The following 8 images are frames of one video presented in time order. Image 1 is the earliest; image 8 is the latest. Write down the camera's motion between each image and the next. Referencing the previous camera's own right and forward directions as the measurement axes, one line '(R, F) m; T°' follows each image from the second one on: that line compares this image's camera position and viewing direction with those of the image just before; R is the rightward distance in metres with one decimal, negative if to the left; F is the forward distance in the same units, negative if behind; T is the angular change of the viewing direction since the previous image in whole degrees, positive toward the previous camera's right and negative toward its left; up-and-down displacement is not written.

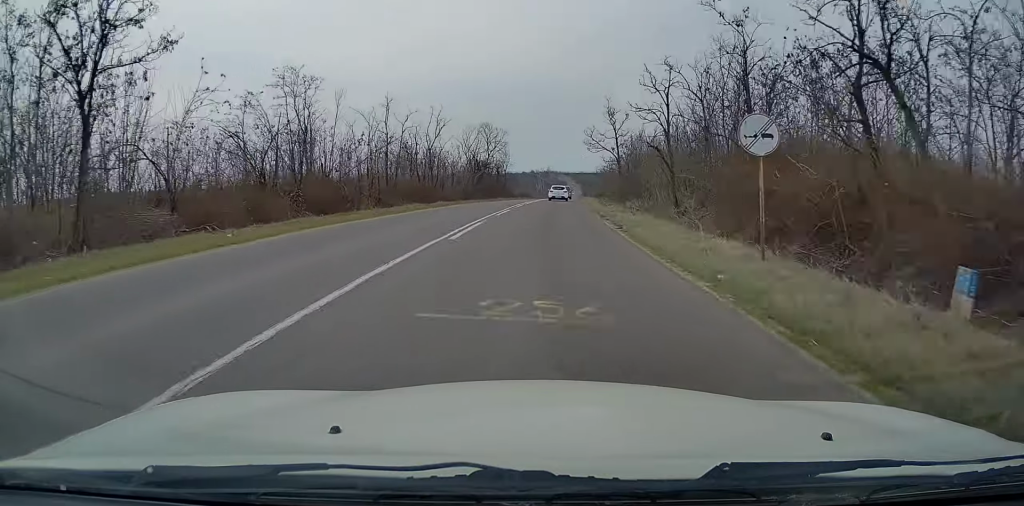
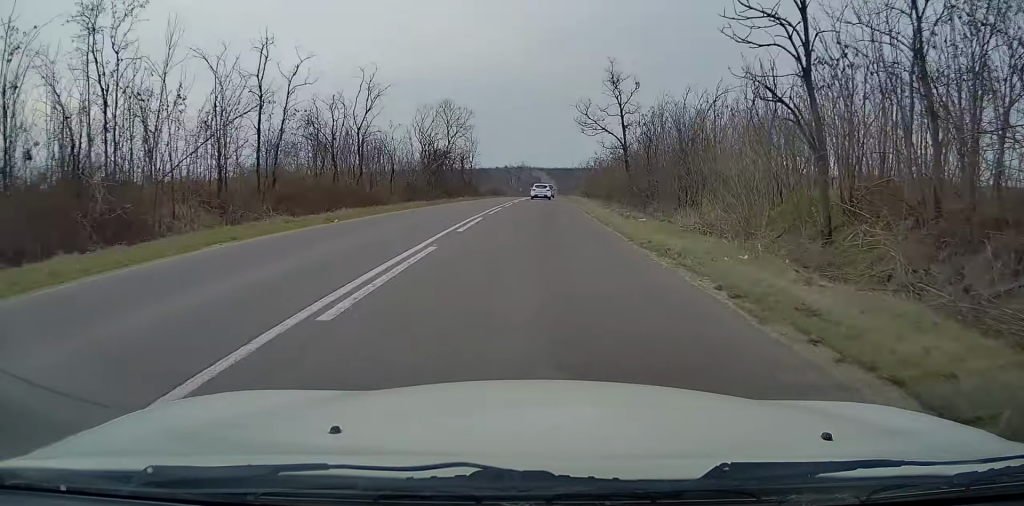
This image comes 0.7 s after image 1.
(+0.4, +18.4) m; +2°
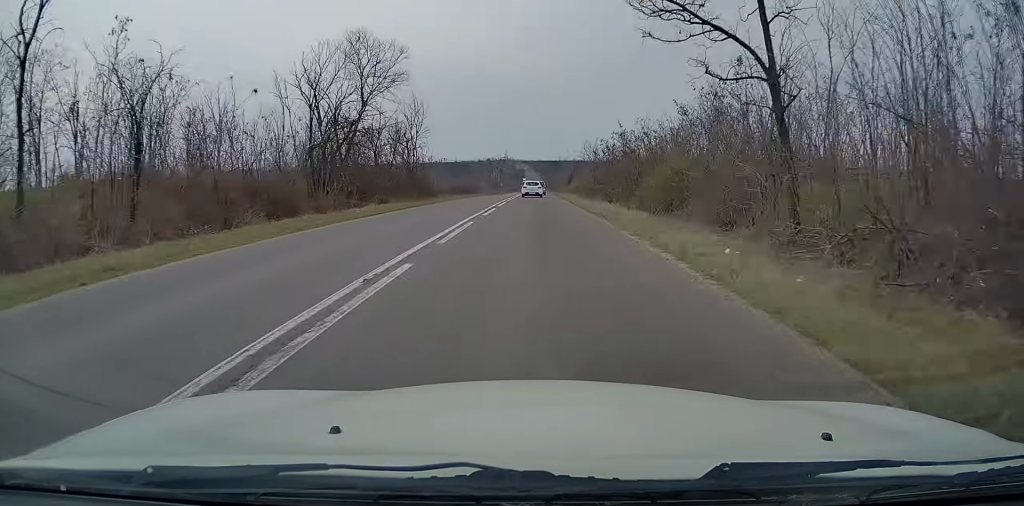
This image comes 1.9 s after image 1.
(+0.8, +30.1) m; +2°
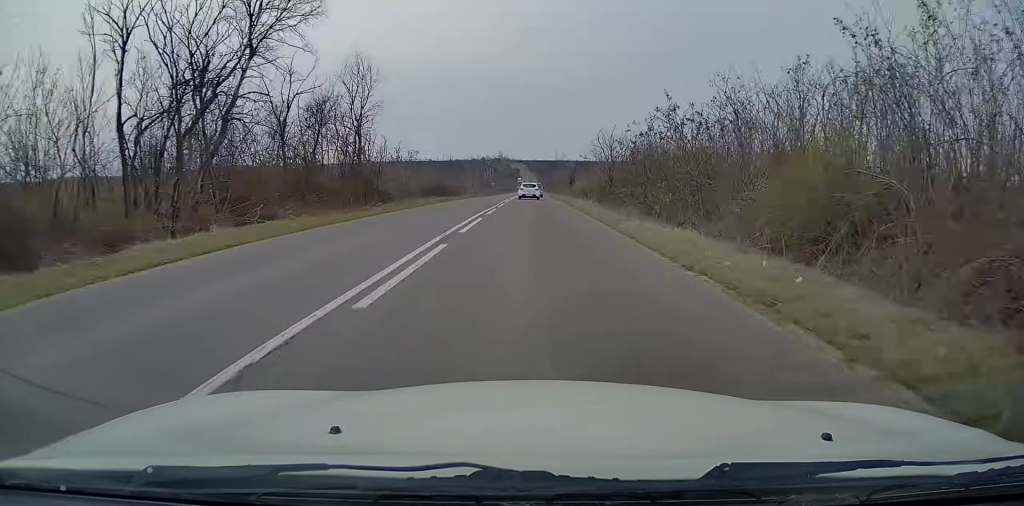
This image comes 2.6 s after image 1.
(+0.1, +15.8) m; +1°
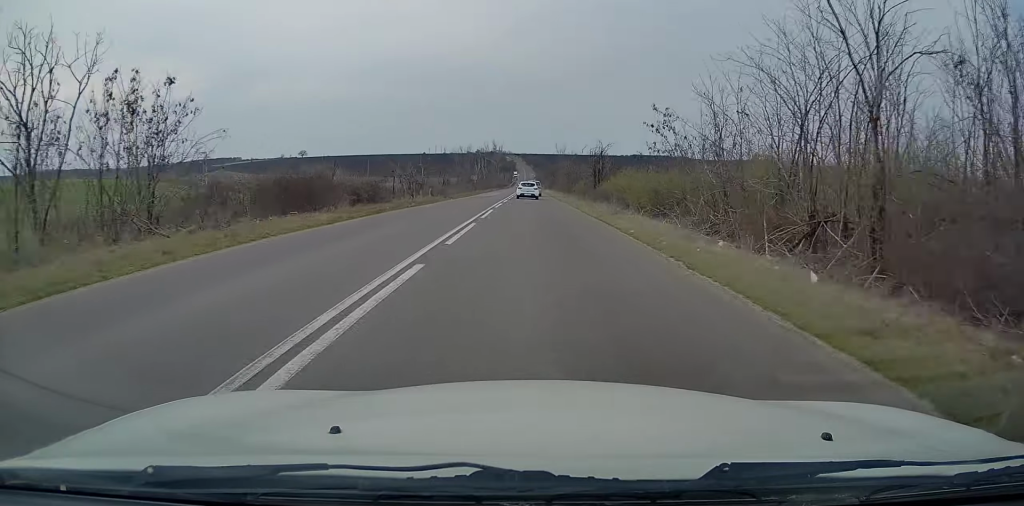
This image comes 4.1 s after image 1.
(+0.3, +39.2) m; 0°
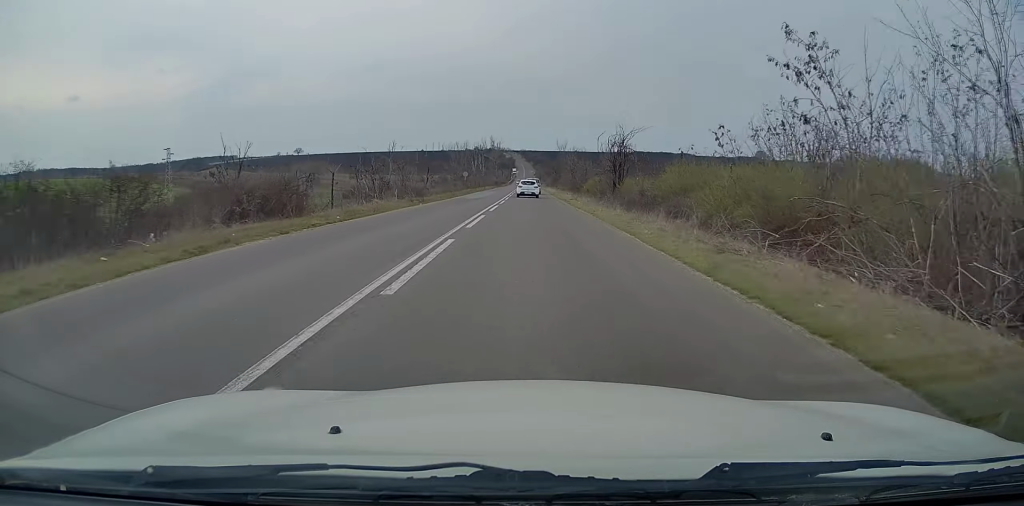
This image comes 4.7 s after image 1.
(0.0, +14.3) m; 0°
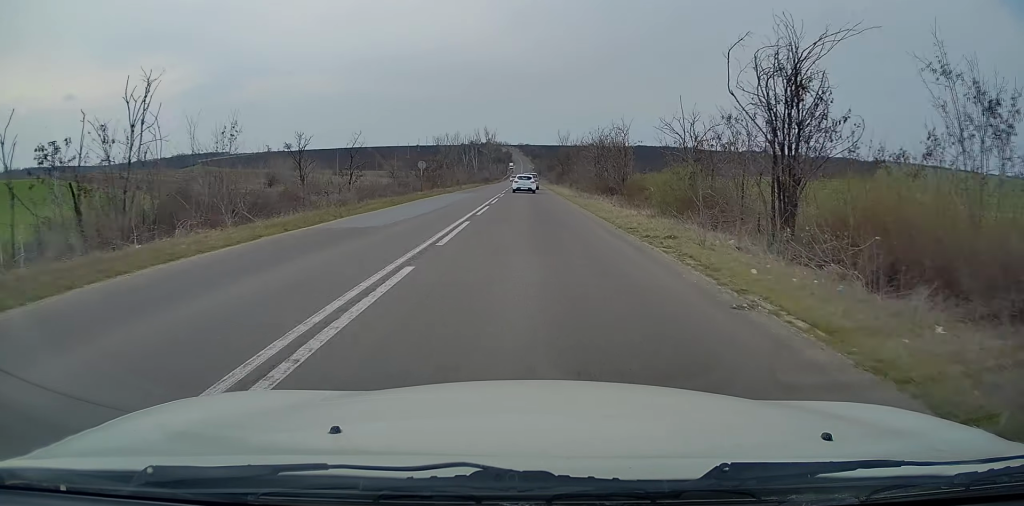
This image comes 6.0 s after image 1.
(+0.3, +32.0) m; +1°
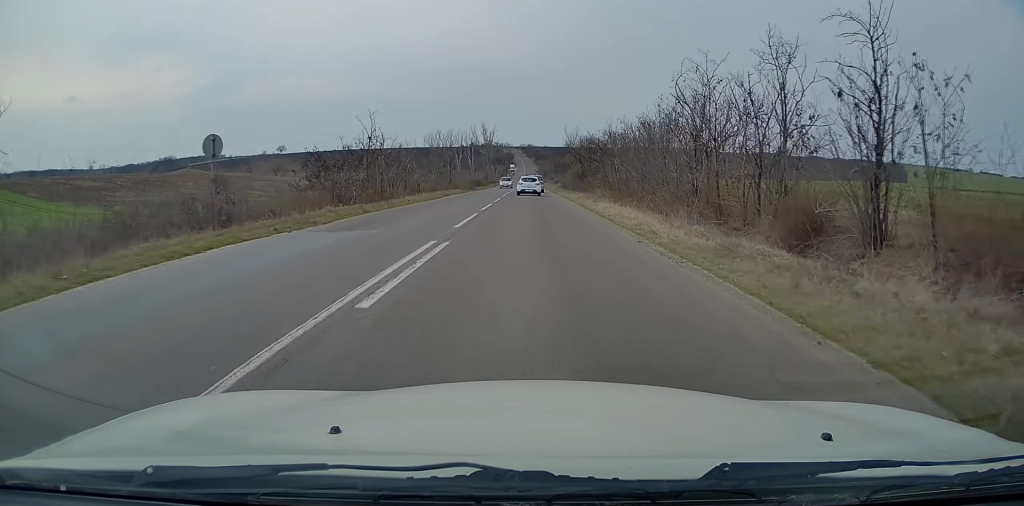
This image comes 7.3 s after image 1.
(-0.1, +32.9) m; -1°
